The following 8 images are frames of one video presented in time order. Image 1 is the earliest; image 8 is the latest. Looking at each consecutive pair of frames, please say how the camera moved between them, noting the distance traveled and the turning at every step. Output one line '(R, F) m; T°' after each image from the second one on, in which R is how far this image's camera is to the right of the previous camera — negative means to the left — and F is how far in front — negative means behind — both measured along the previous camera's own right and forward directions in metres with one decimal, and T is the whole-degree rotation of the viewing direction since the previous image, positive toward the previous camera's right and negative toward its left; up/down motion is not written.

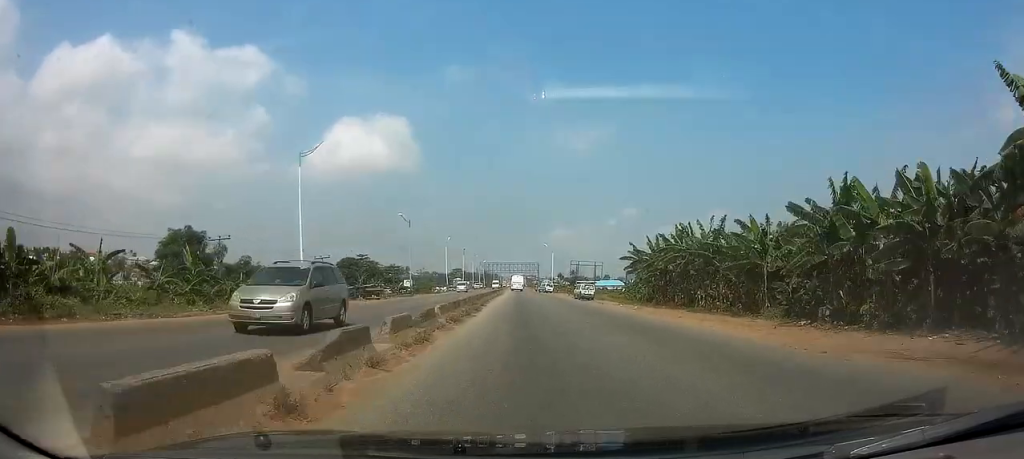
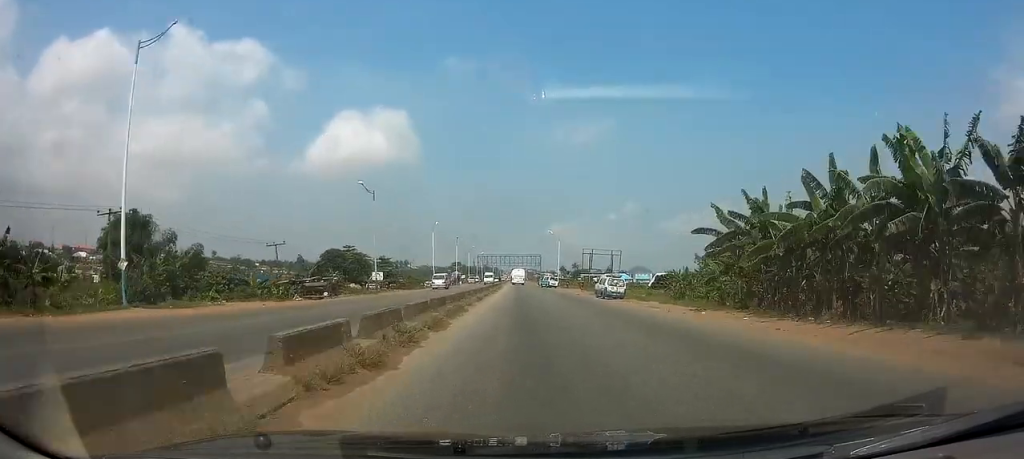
(0.0, +18.9) m; 0°
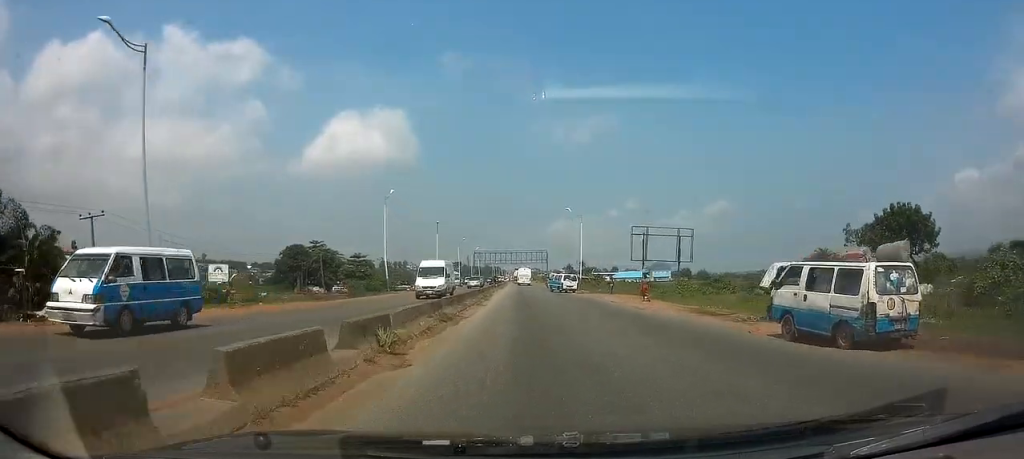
(-0.1, +38.0) m; 0°
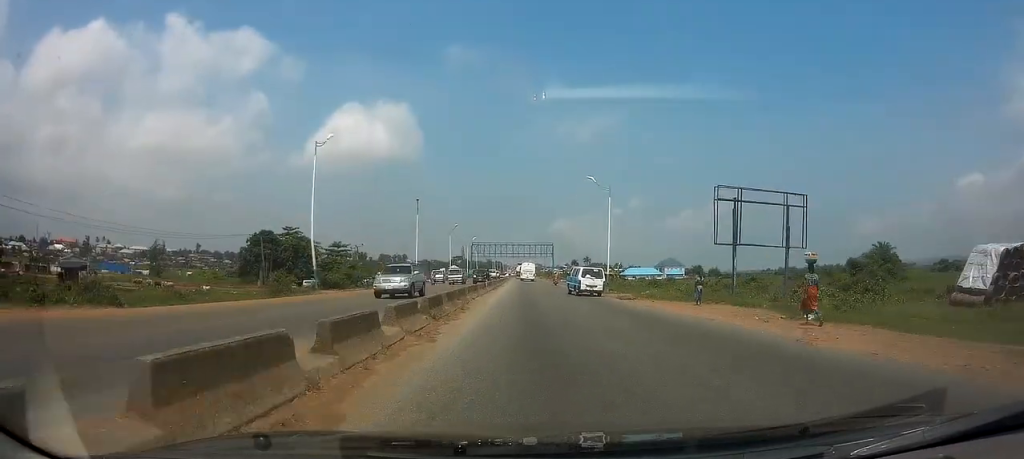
(0.0, +22.3) m; 0°
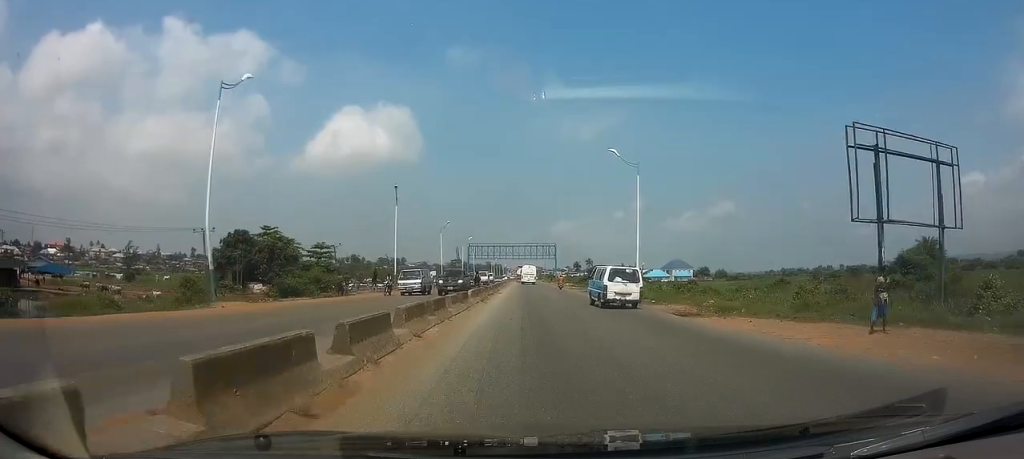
(0.0, +14.4) m; 0°
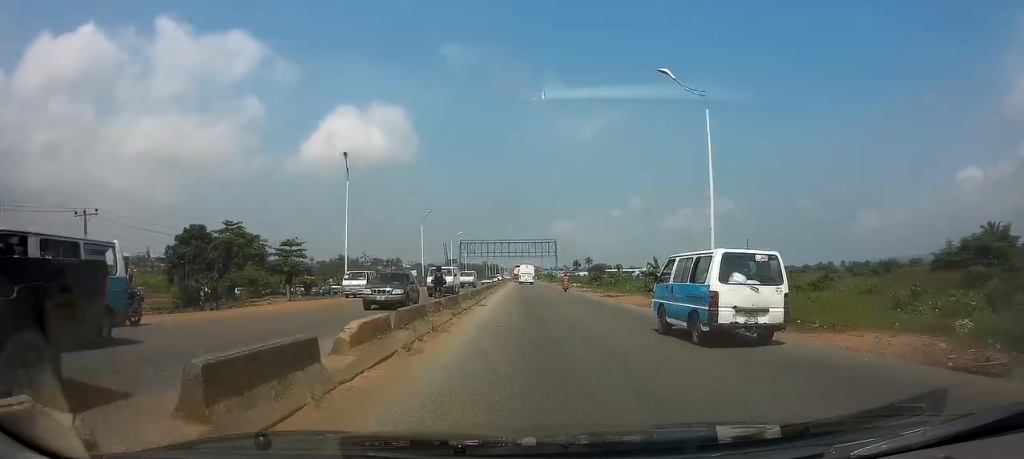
(-0.1, +18.3) m; 0°
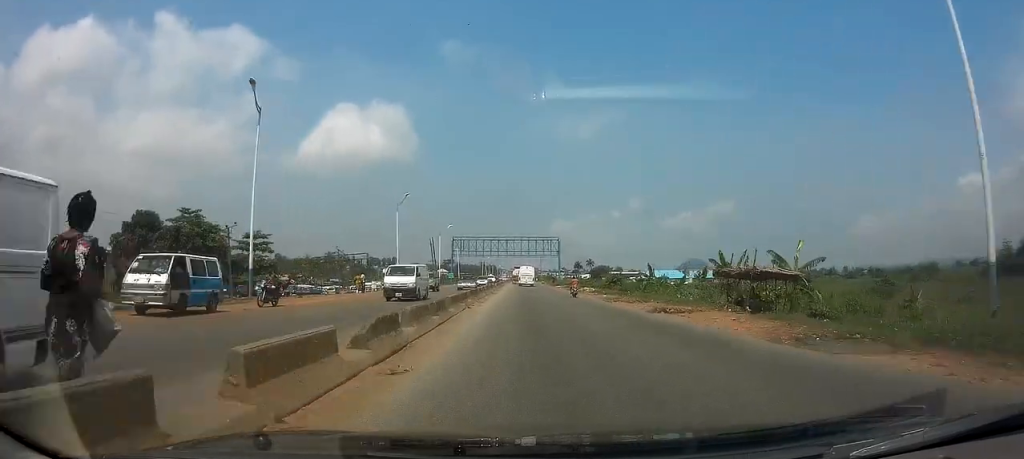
(0.0, +17.1) m; 0°
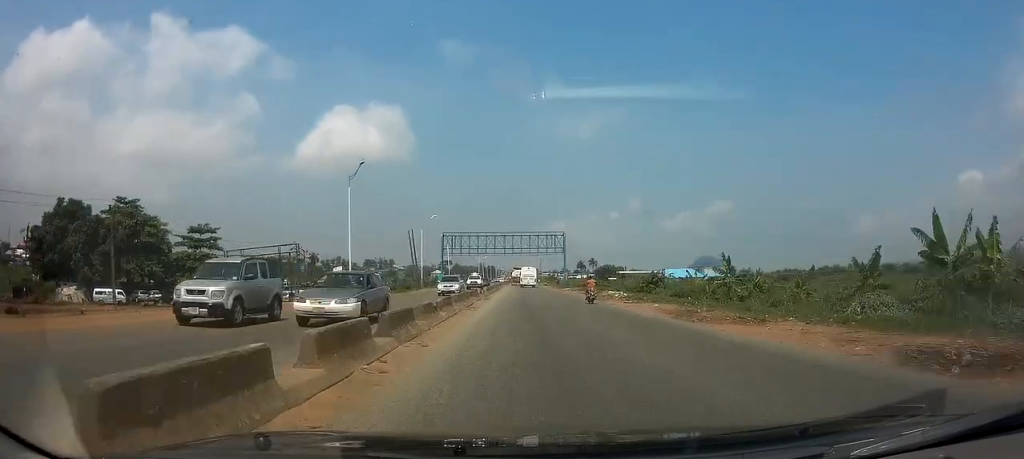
(+0.1, +20.2) m; 0°
